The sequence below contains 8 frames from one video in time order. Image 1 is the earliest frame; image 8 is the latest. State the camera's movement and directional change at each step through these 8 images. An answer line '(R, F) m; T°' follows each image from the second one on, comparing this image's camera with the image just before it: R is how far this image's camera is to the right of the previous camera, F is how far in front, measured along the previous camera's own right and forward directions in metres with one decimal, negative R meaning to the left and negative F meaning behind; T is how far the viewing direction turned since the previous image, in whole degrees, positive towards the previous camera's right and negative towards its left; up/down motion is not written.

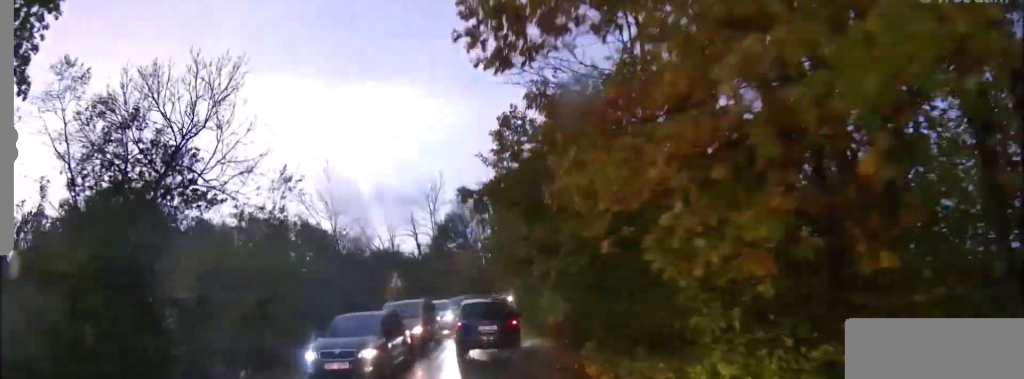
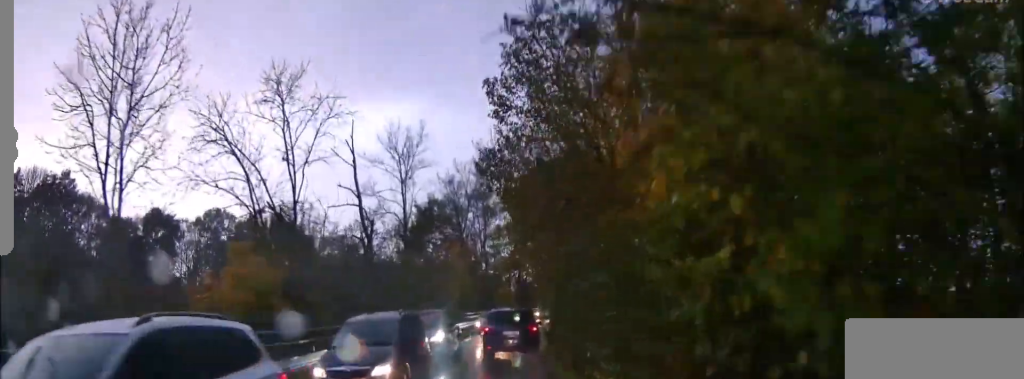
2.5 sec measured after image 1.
(0.0, +17.9) m; 0°
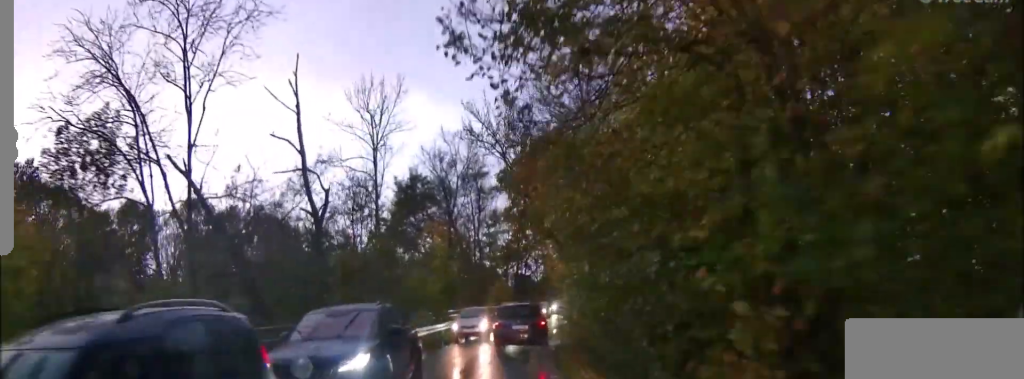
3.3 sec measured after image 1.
(0.0, +6.5) m; 0°
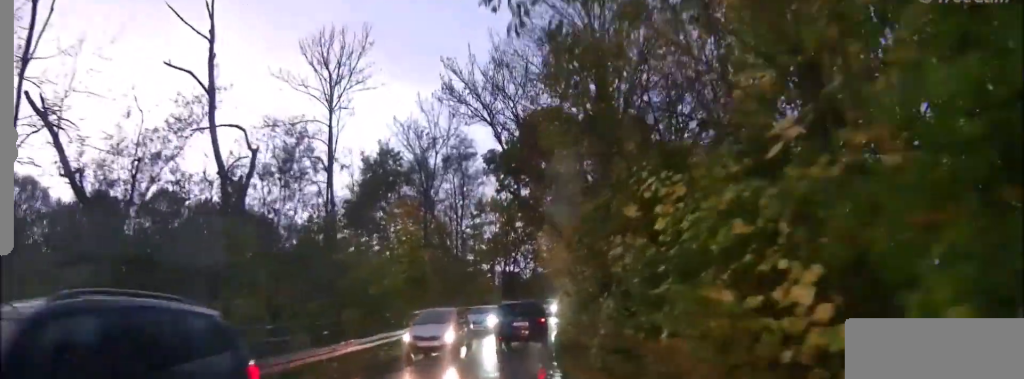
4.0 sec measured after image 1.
(0.0, +5.7) m; 0°
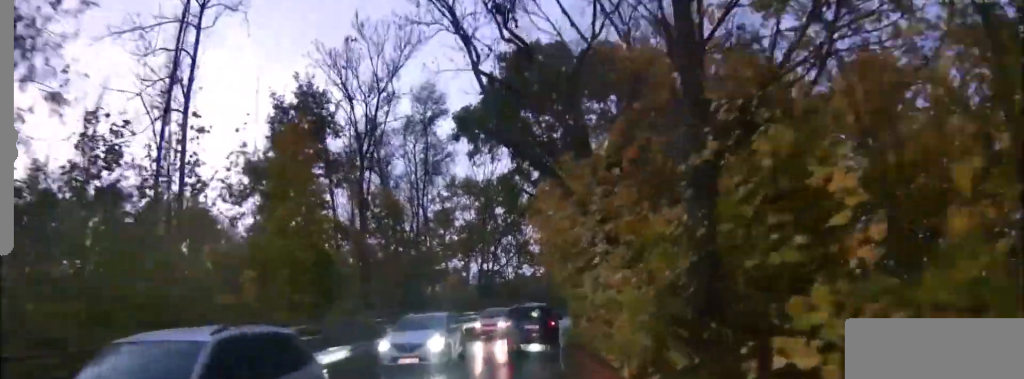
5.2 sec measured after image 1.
(0.0, +10.1) m; 0°
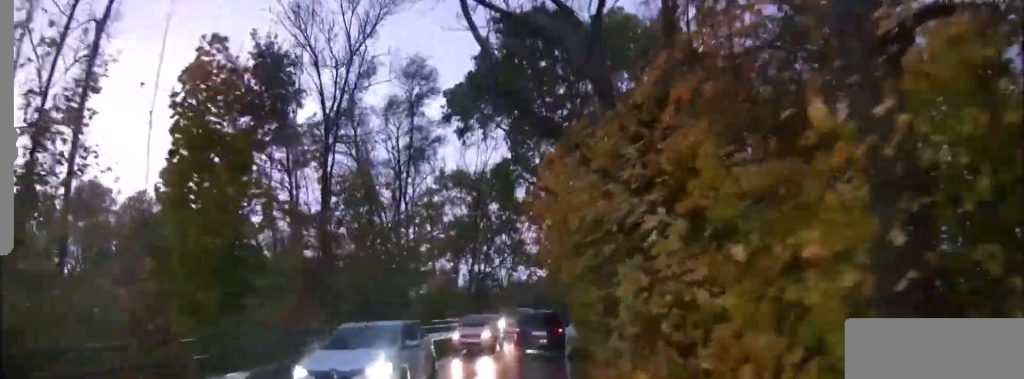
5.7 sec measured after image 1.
(0.0, +4.1) m; 0°
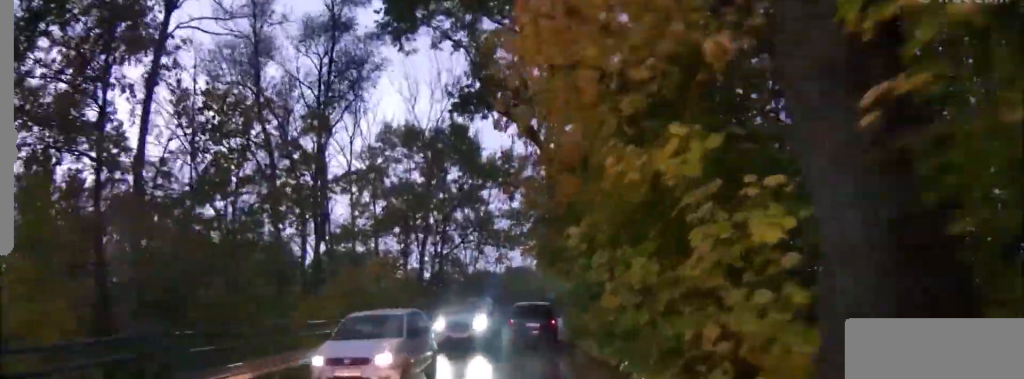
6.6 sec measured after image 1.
(0.0, +8.7) m; +2°
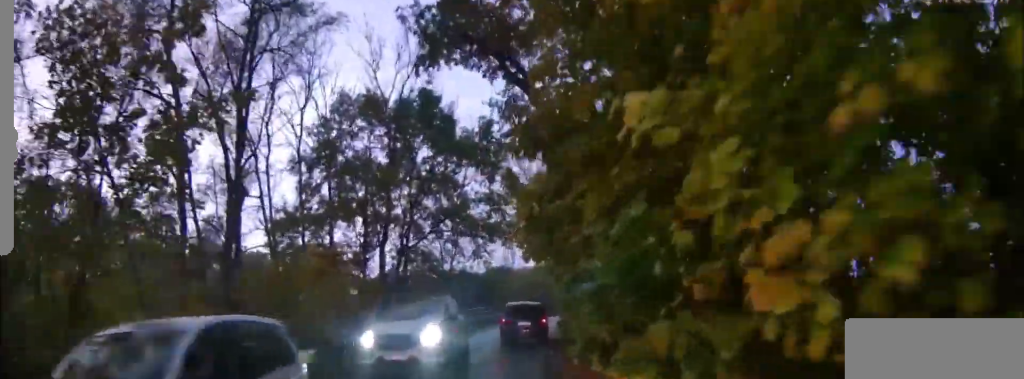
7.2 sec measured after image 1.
(-0.1, +5.2) m; +2°
